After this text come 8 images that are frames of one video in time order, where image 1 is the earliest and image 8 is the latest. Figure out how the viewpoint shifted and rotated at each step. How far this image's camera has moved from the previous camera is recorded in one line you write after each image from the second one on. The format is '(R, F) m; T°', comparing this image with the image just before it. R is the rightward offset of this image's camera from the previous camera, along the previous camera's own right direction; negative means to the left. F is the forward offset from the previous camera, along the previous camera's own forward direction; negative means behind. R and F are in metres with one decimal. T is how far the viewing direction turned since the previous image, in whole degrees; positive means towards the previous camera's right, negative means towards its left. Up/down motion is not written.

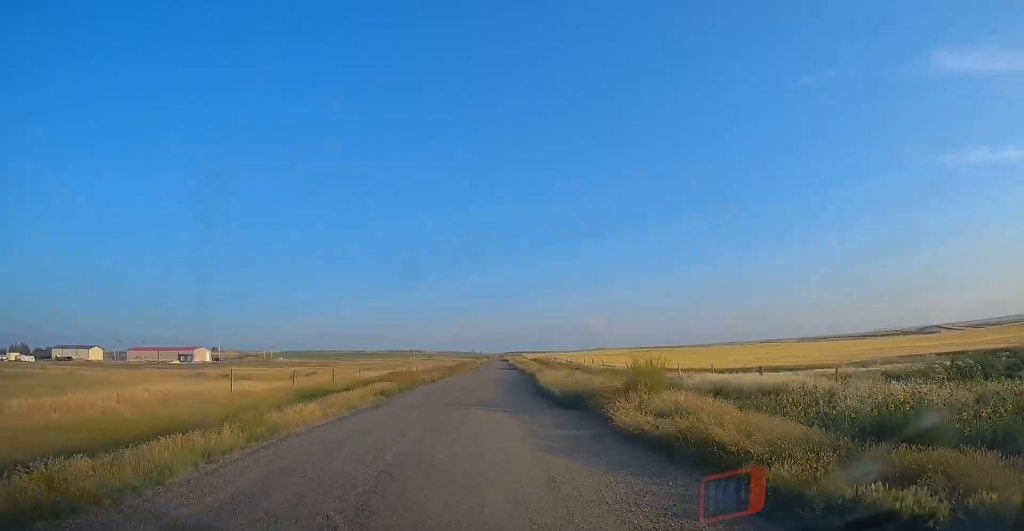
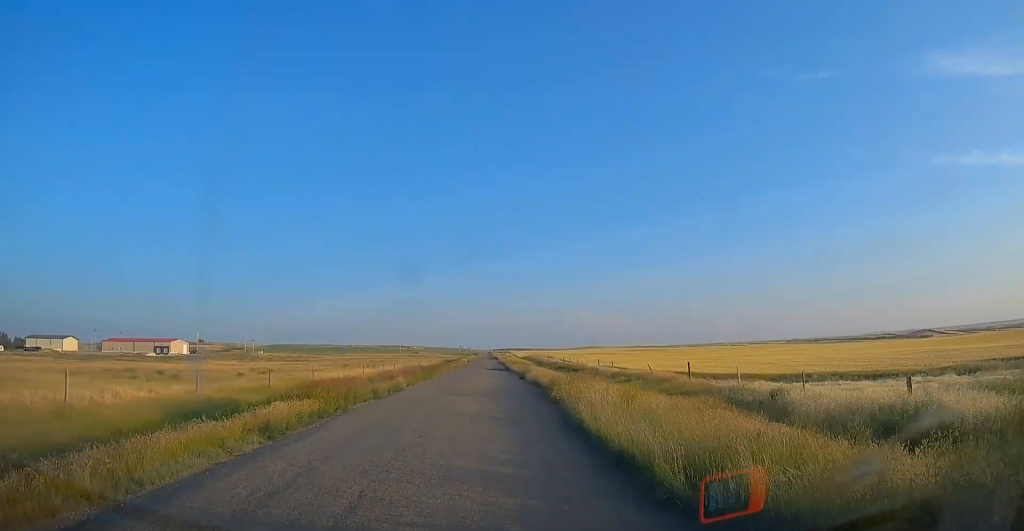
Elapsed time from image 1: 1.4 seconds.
(-0.5, +12.9) m; 0°
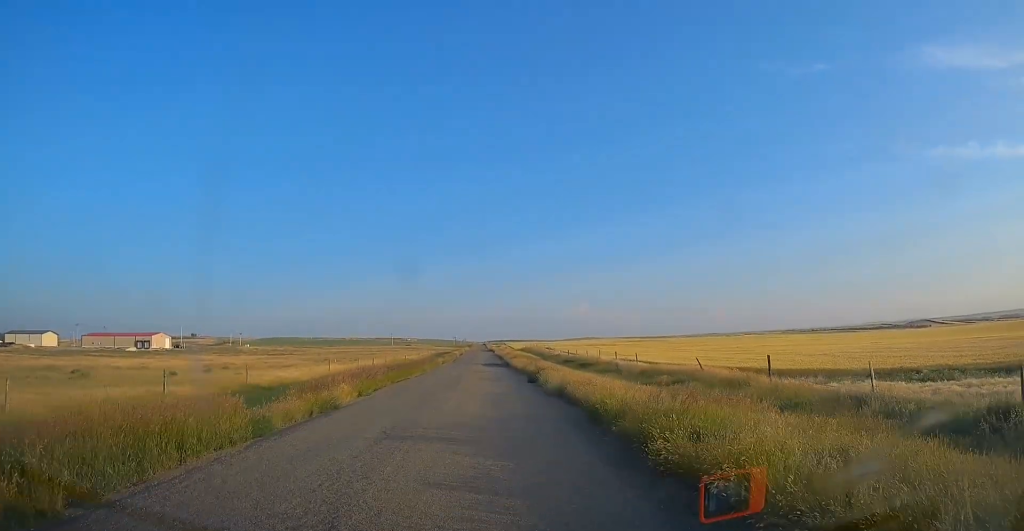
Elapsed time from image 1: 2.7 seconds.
(+0.7, +12.8) m; +3°
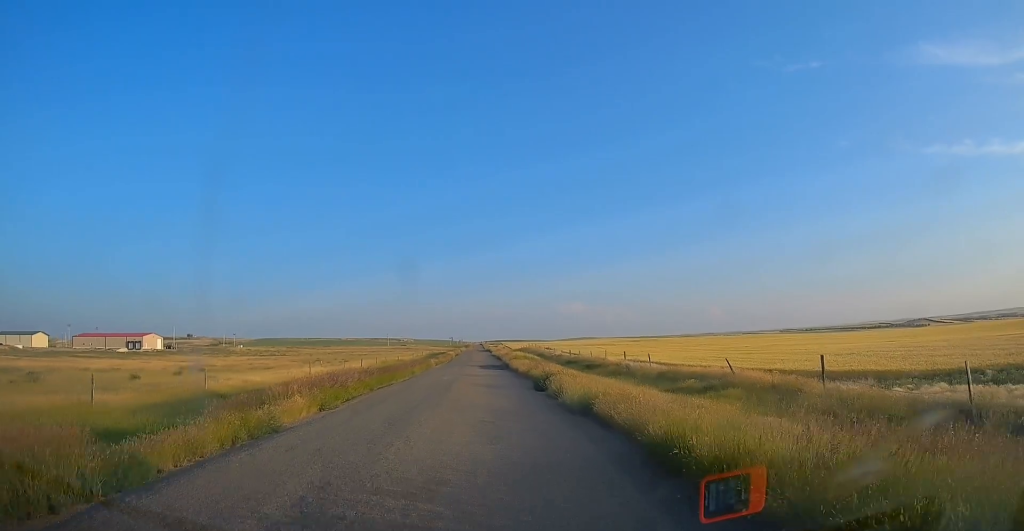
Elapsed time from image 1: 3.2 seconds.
(0.0, +5.2) m; 0°
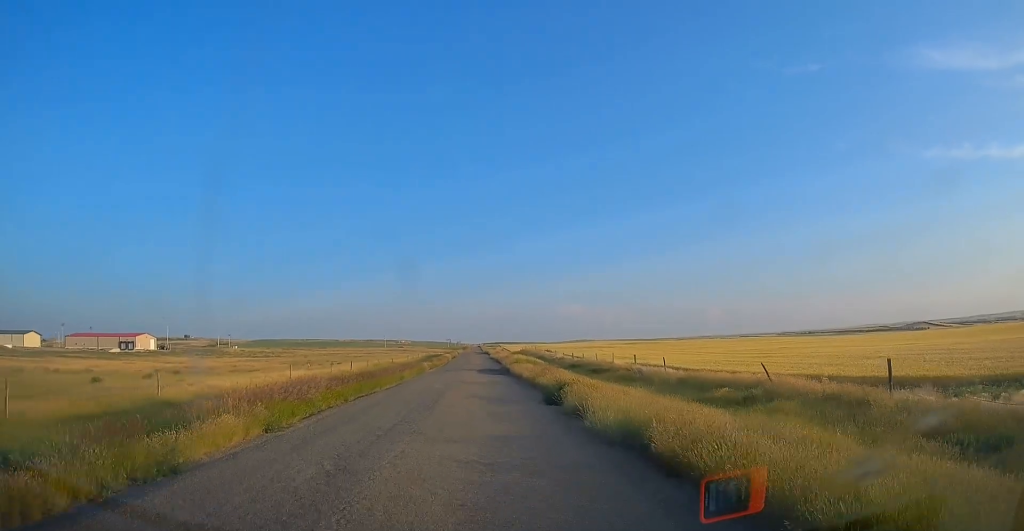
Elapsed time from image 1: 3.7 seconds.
(0.0, +4.6) m; 0°
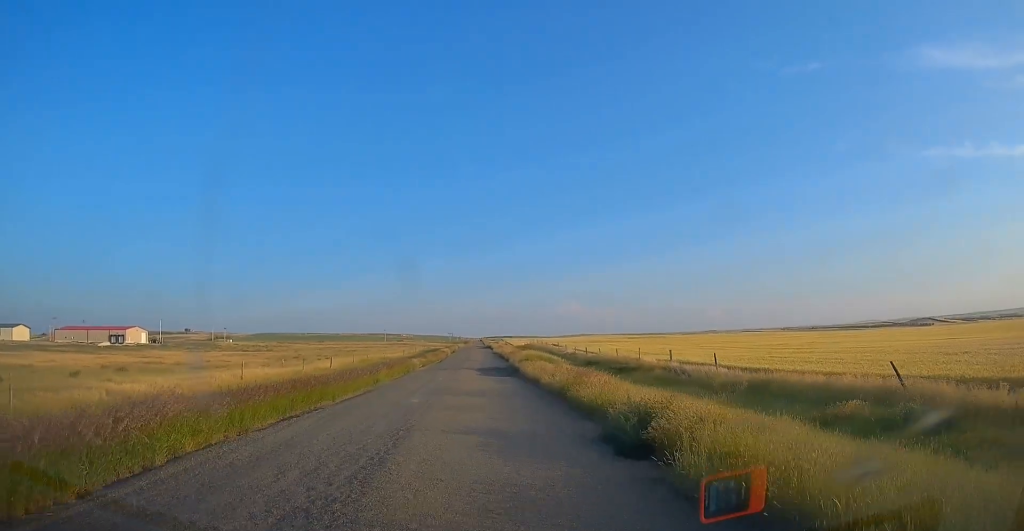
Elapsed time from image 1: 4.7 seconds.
(0.0, +9.6) m; 0°
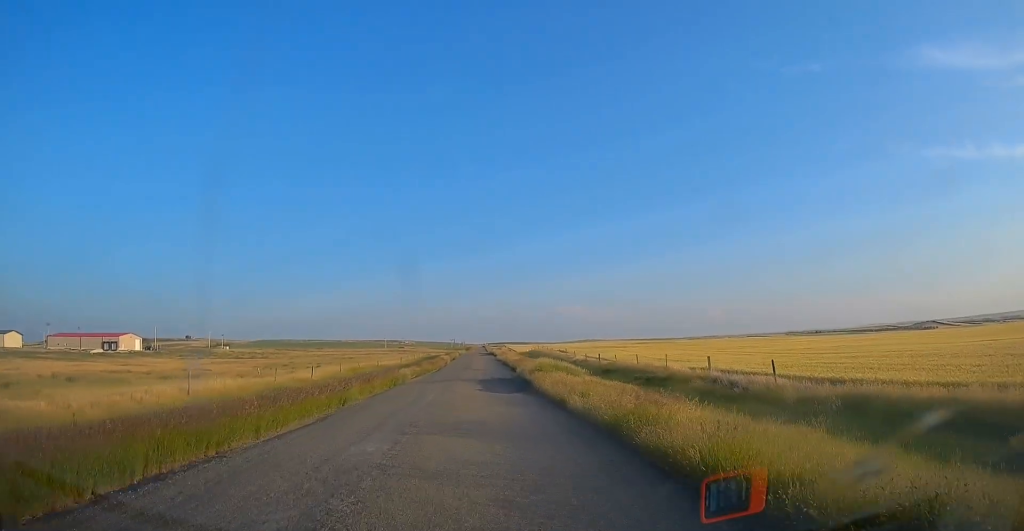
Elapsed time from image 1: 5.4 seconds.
(0.0, +7.0) m; 0°
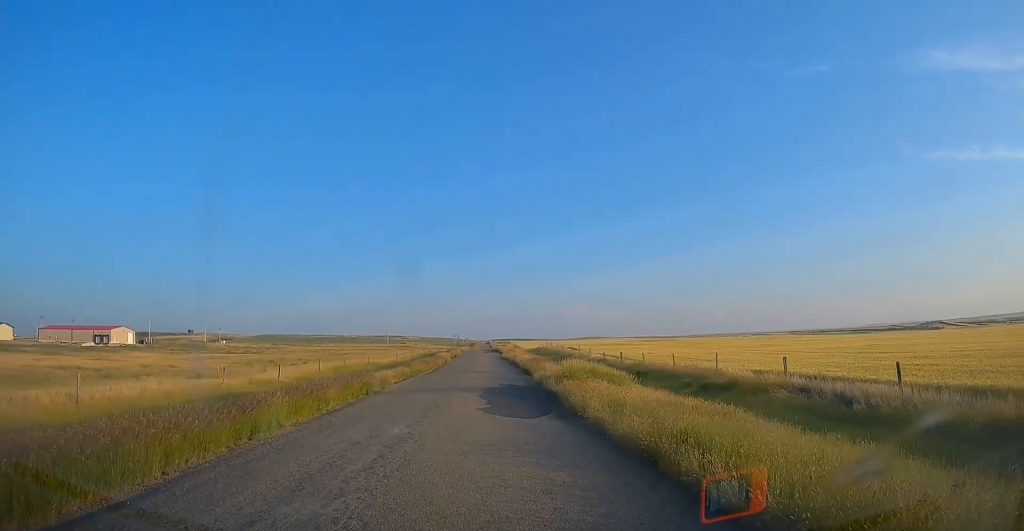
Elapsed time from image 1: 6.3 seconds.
(0.0, +9.0) m; 0°
